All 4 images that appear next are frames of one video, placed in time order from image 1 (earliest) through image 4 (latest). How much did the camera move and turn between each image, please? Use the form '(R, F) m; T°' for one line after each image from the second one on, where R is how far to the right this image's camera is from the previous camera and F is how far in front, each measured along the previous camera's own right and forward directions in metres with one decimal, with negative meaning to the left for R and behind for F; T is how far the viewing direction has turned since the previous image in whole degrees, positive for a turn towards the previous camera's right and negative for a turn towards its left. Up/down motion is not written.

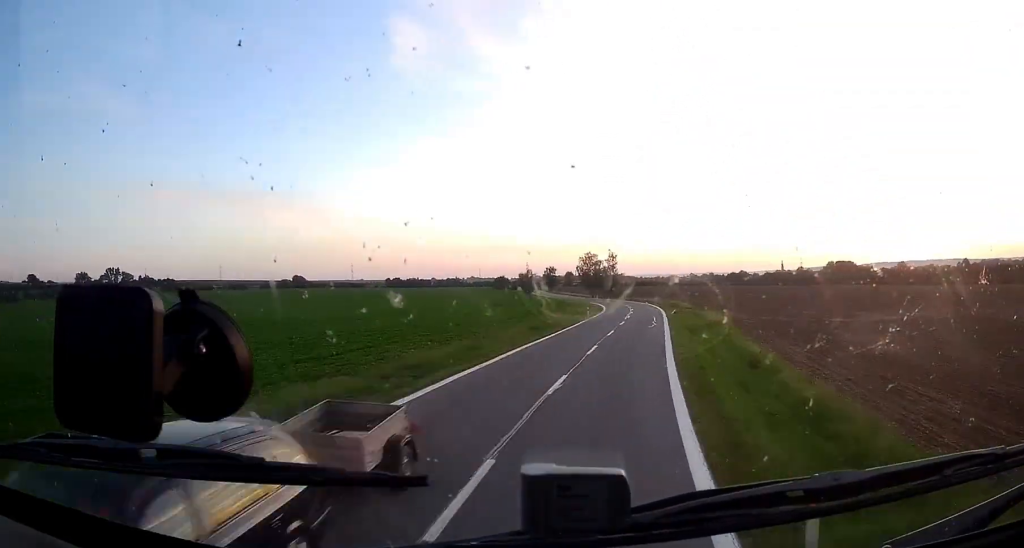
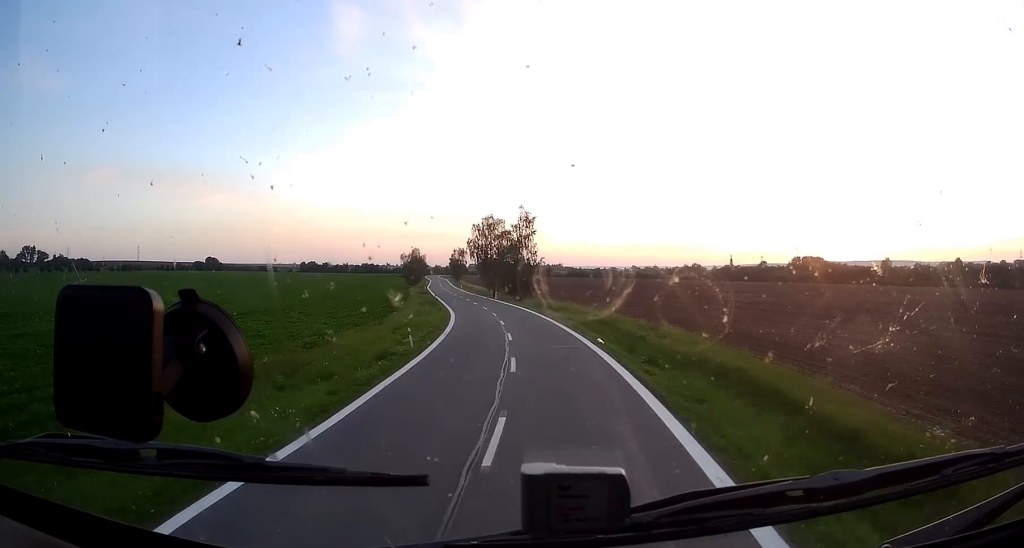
(+3.9, +68.7) m; +2°
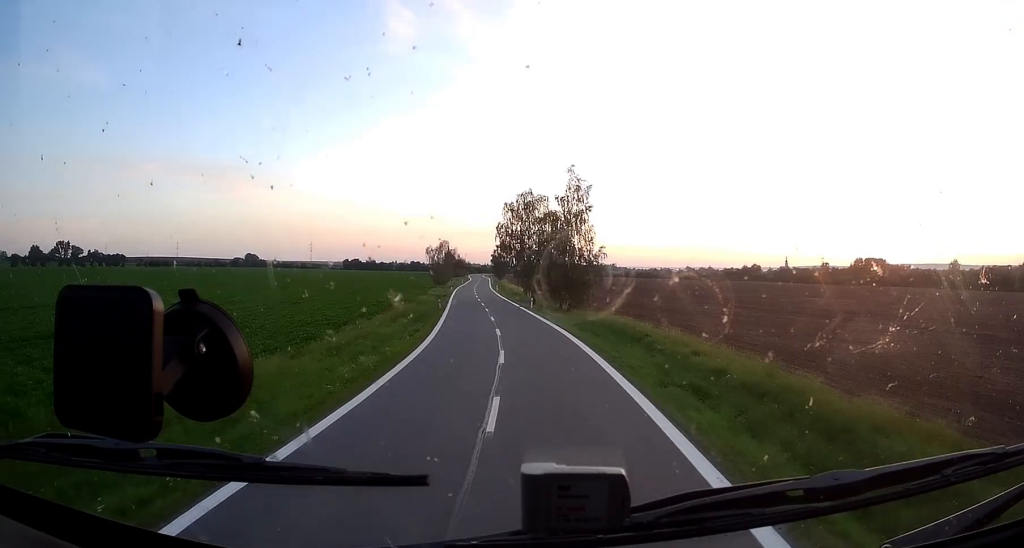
(-0.7, +26.1) m; -6°
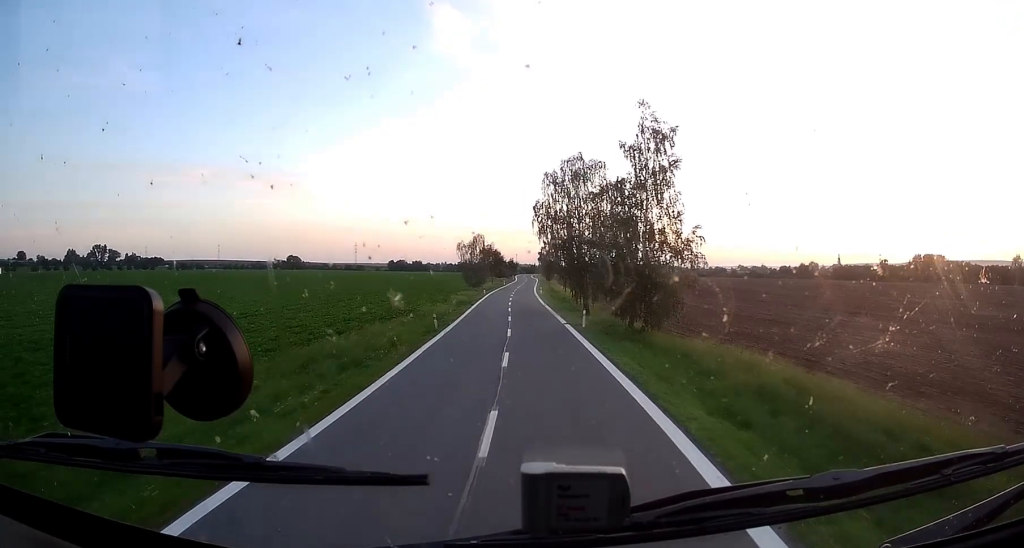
(-1.3, +19.5) m; -5°
